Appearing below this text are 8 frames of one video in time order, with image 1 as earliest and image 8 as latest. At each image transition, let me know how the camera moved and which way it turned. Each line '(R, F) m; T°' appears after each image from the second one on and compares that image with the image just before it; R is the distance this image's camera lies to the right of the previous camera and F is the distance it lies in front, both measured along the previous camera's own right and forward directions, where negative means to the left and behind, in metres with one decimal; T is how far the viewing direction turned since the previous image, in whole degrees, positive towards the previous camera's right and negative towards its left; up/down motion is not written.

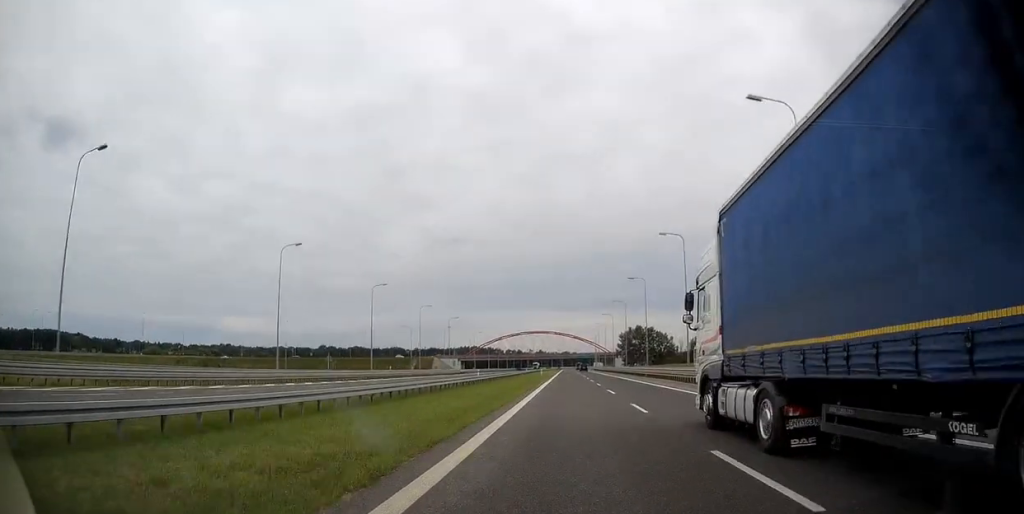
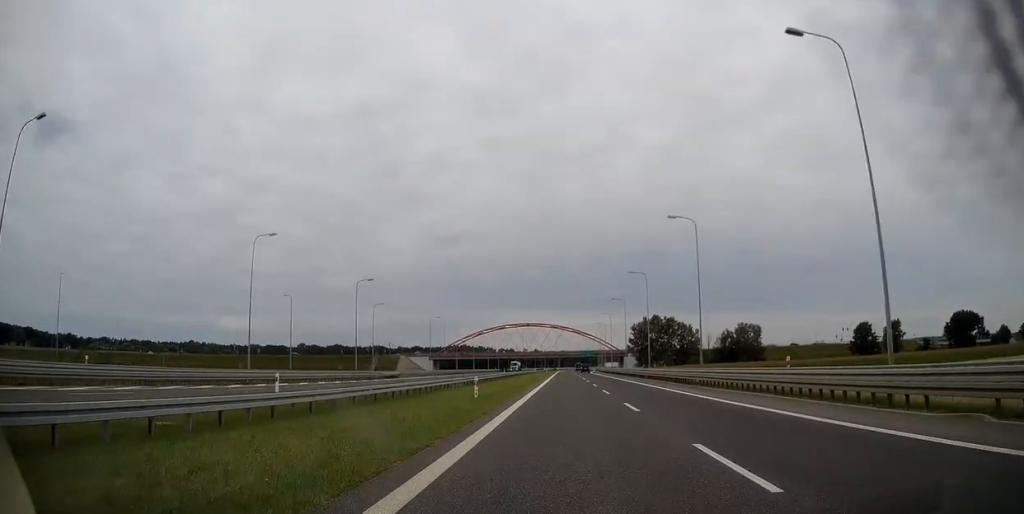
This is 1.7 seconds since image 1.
(+0.7, +59.2) m; +1°
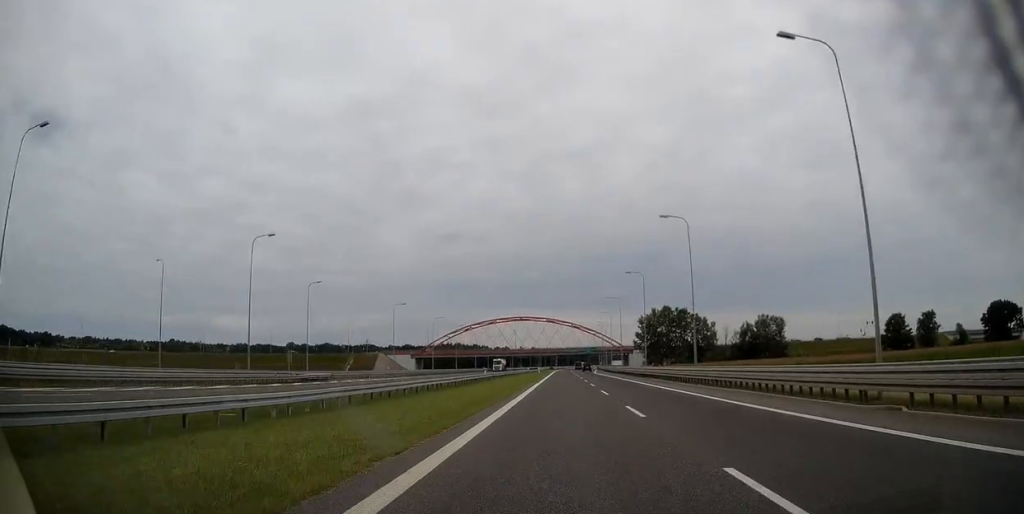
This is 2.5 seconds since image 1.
(+0.1, +26.7) m; 0°
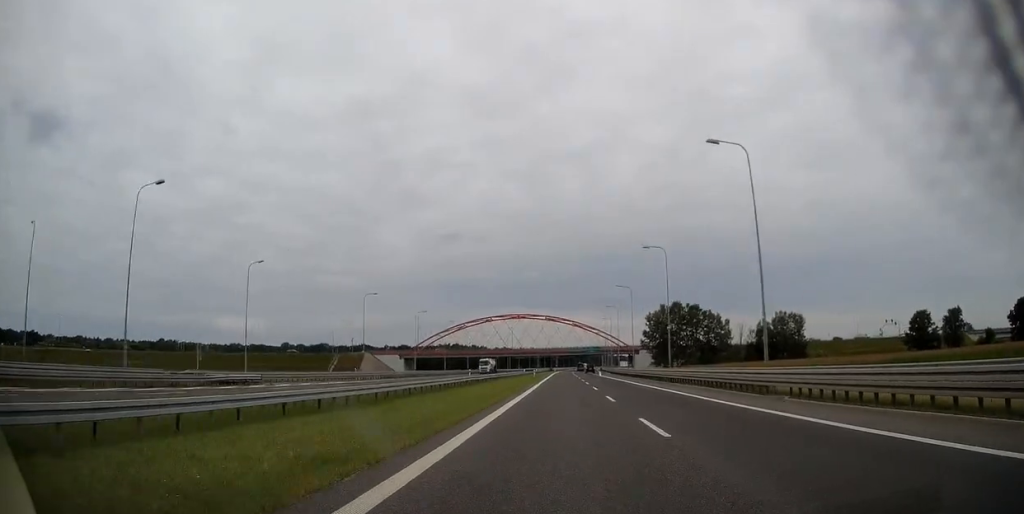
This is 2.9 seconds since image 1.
(+0.1, +16.3) m; 0°
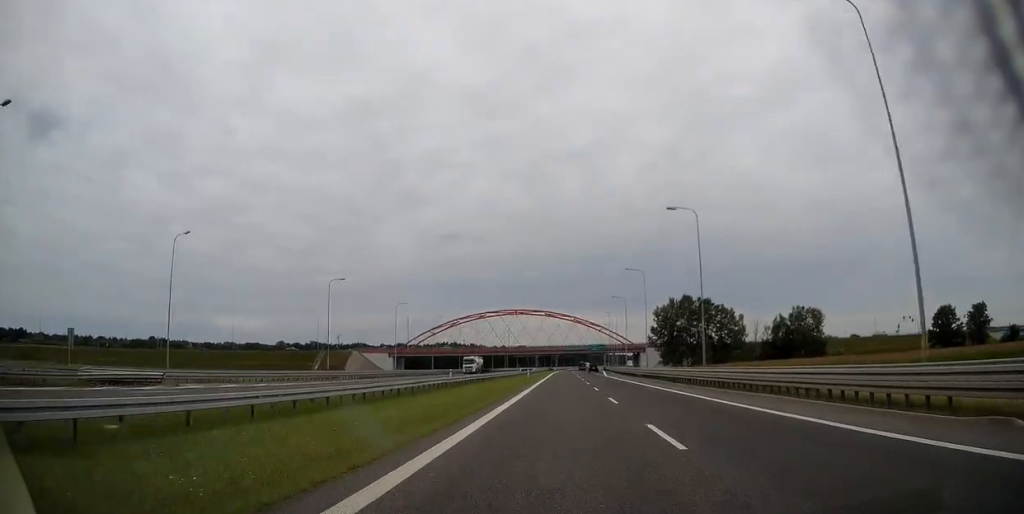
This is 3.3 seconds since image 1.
(-0.1, +14.0) m; 0°
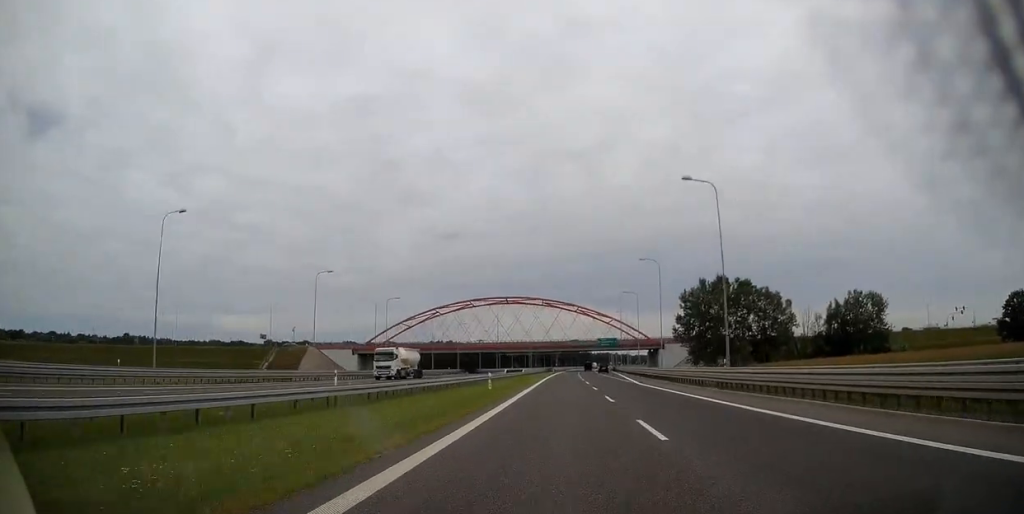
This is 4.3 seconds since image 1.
(-0.2, +34.8) m; 0°
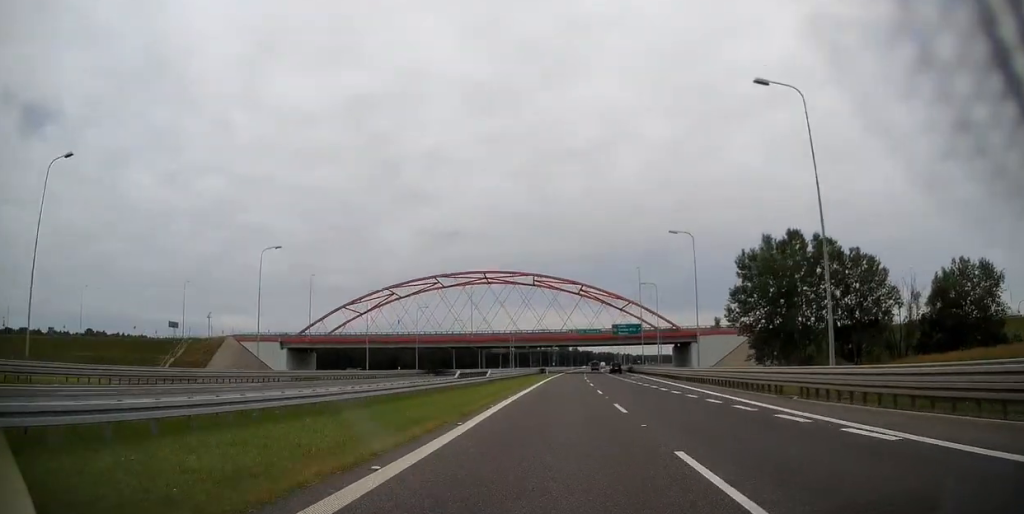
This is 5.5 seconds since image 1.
(0.0, +41.8) m; 0°
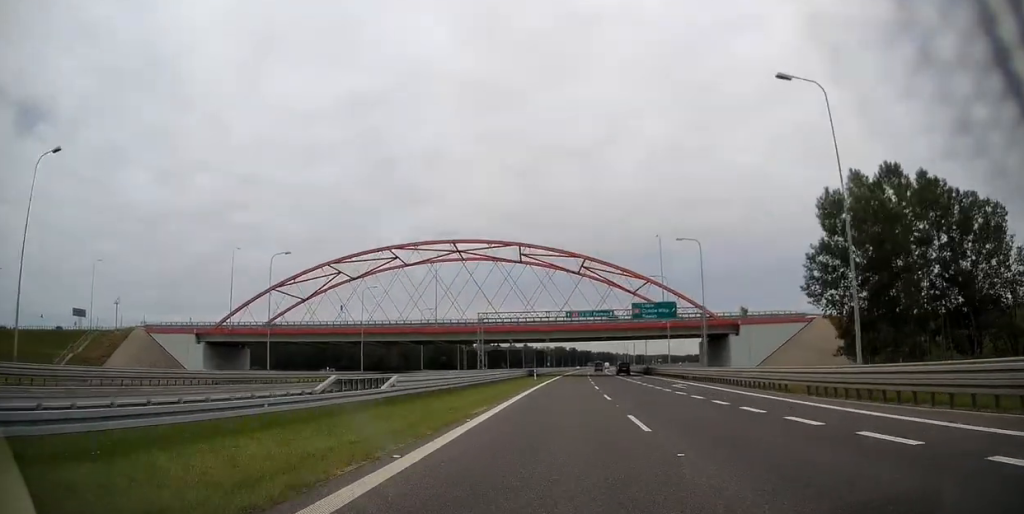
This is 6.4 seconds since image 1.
(-0.1, +29.0) m; 0°
